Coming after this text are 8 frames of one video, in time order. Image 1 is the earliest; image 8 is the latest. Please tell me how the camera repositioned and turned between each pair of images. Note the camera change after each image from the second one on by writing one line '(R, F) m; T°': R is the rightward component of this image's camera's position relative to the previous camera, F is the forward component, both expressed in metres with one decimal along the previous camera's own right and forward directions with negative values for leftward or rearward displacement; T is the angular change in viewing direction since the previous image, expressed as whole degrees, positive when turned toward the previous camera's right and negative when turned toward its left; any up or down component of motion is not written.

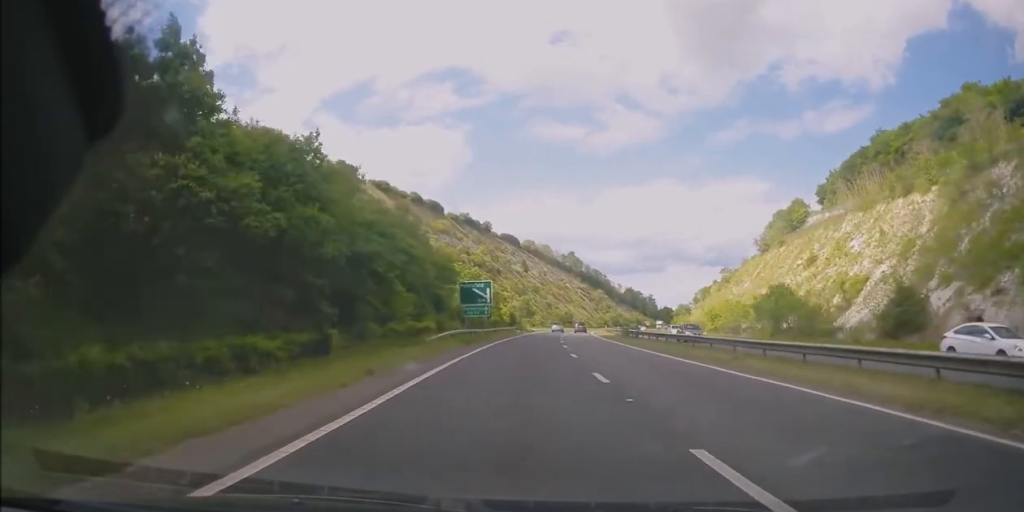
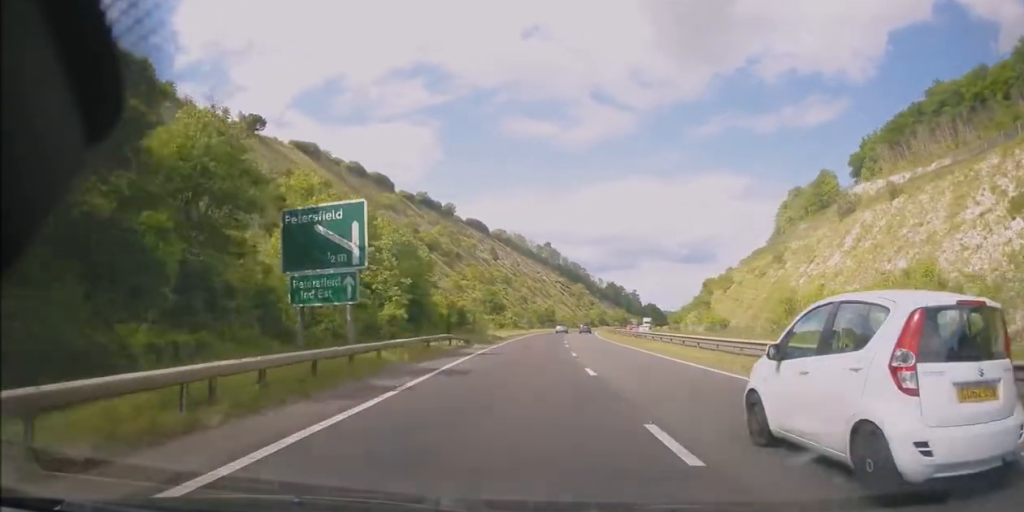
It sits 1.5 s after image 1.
(+1.4, +43.0) m; +3°
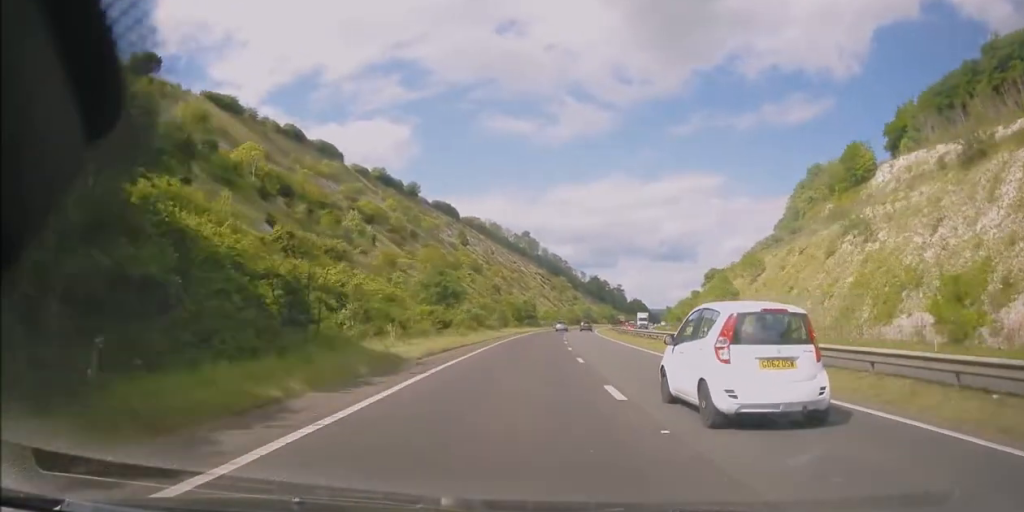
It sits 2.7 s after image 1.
(+0.2, +32.4) m; +2°
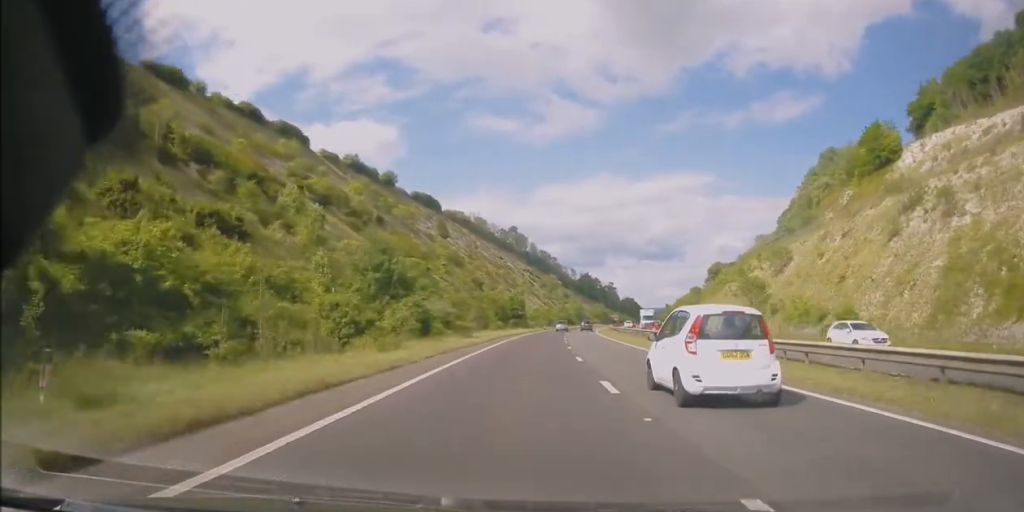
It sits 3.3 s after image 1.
(+0.2, +17.3) m; +1°
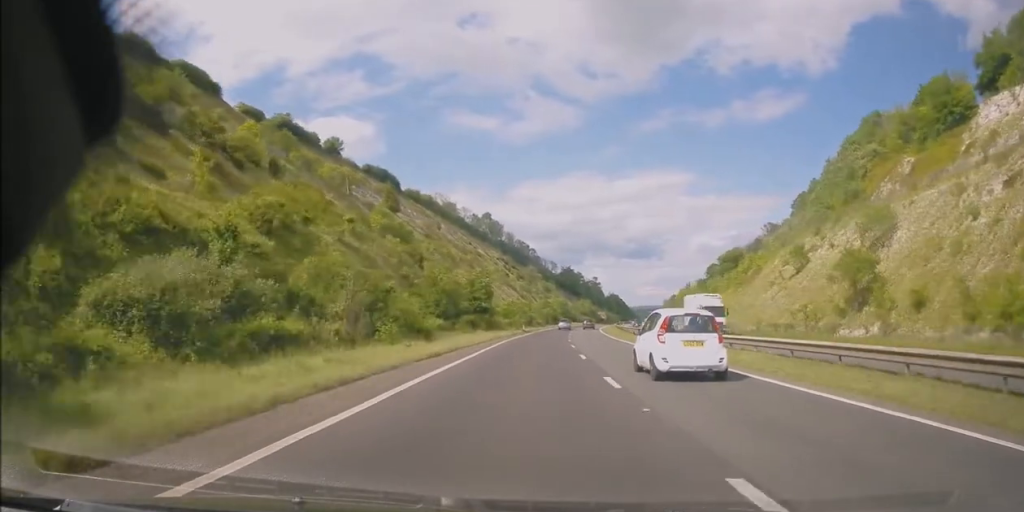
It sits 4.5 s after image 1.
(+0.7, +35.9) m; +3°
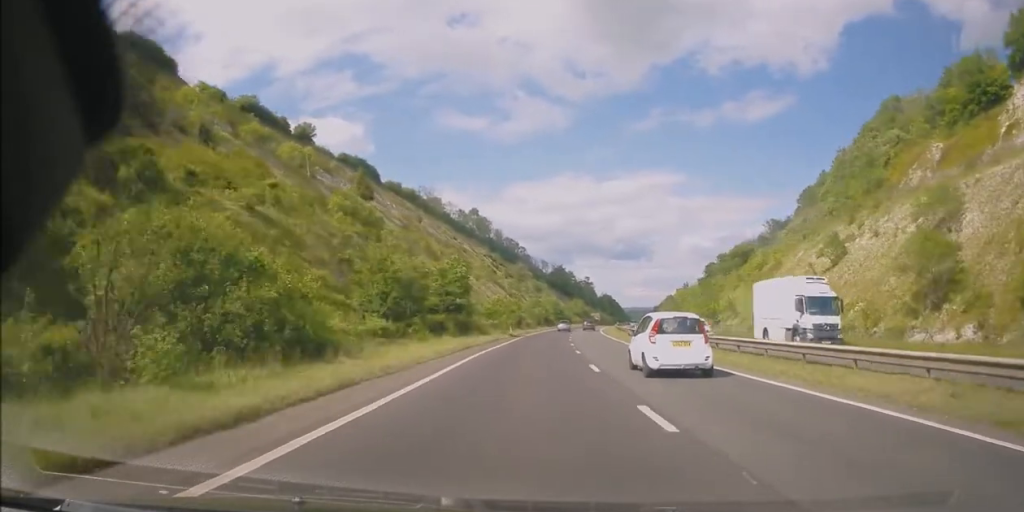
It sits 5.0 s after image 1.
(+0.2, +13.8) m; +1°
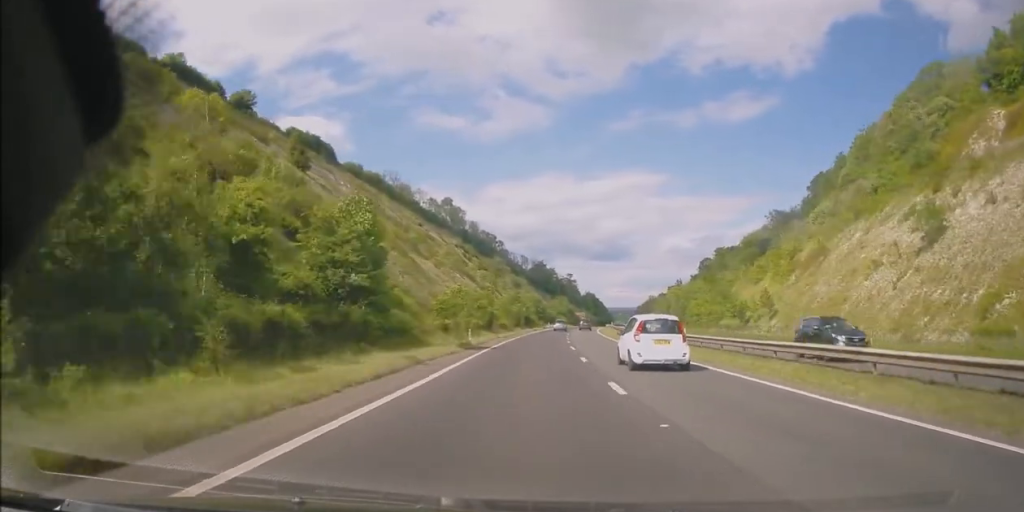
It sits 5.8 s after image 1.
(+0.4, +23.7) m; +2°
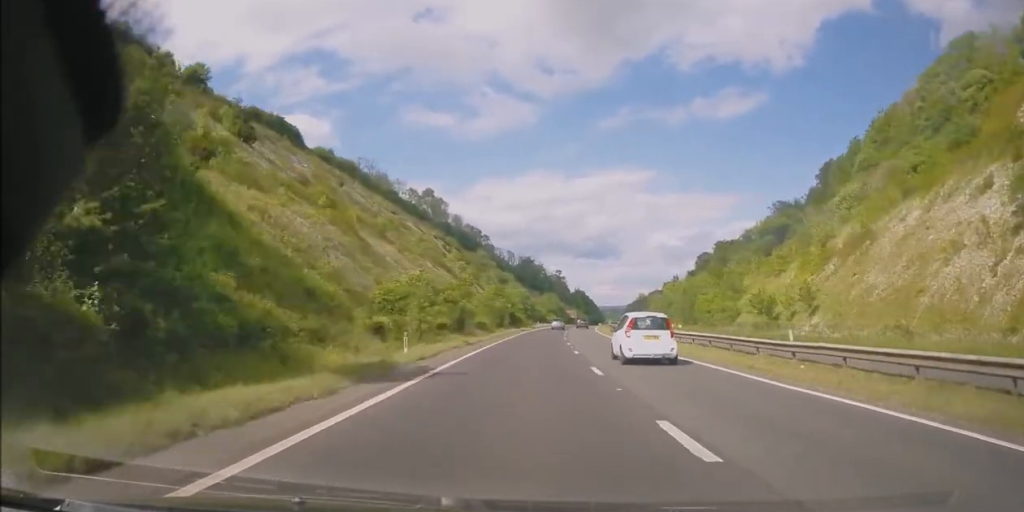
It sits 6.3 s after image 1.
(+0.1, +14.8) m; +1°
